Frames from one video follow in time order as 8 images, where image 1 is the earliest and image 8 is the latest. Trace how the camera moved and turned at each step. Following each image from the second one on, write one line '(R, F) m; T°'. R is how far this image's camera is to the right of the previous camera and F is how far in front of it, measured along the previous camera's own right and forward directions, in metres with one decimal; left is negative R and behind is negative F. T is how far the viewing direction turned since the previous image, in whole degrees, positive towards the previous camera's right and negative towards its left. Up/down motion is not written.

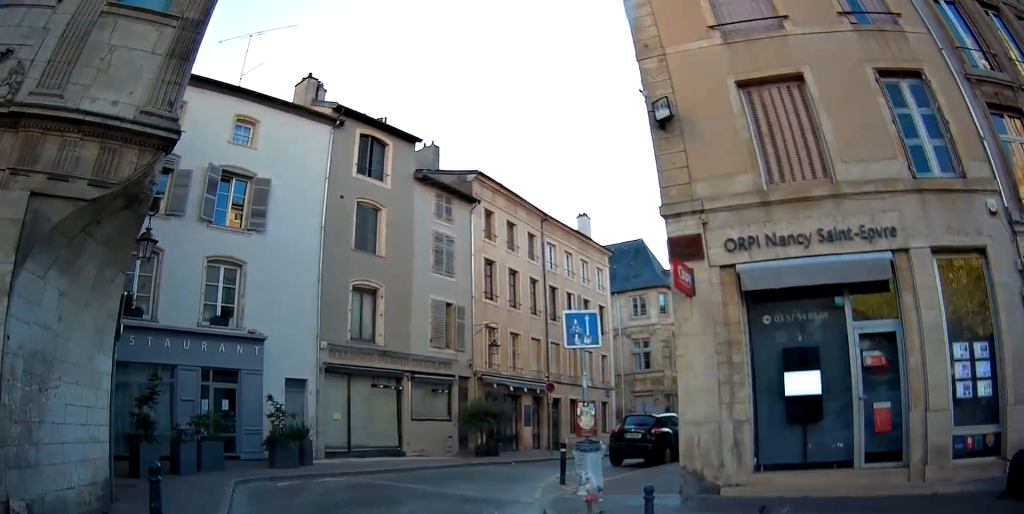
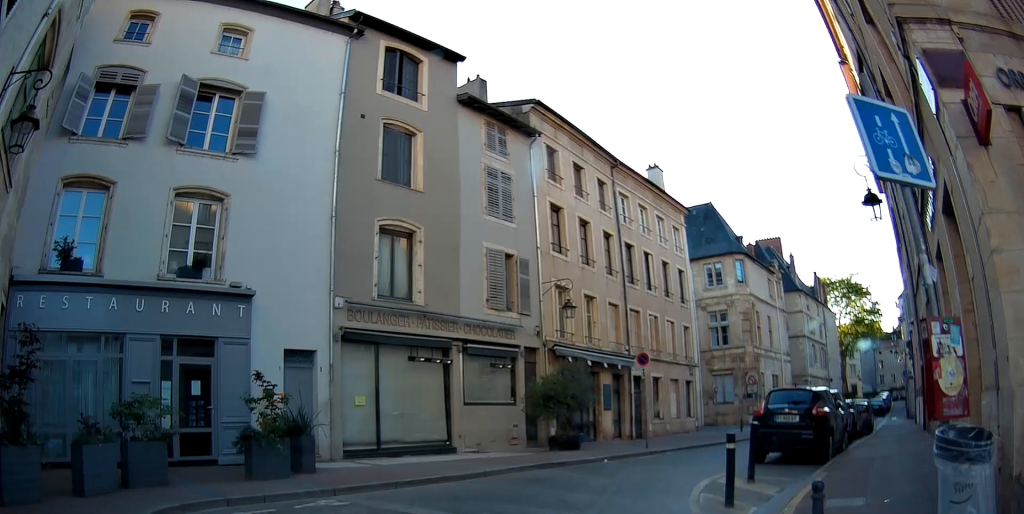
(+0.2, +6.1) m; +2°
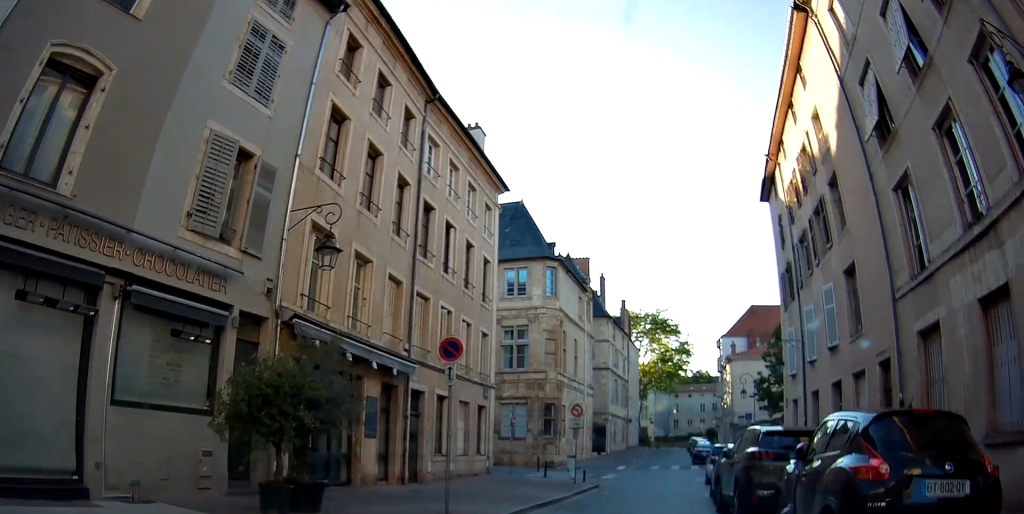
(+2.4, +8.3) m; +36°
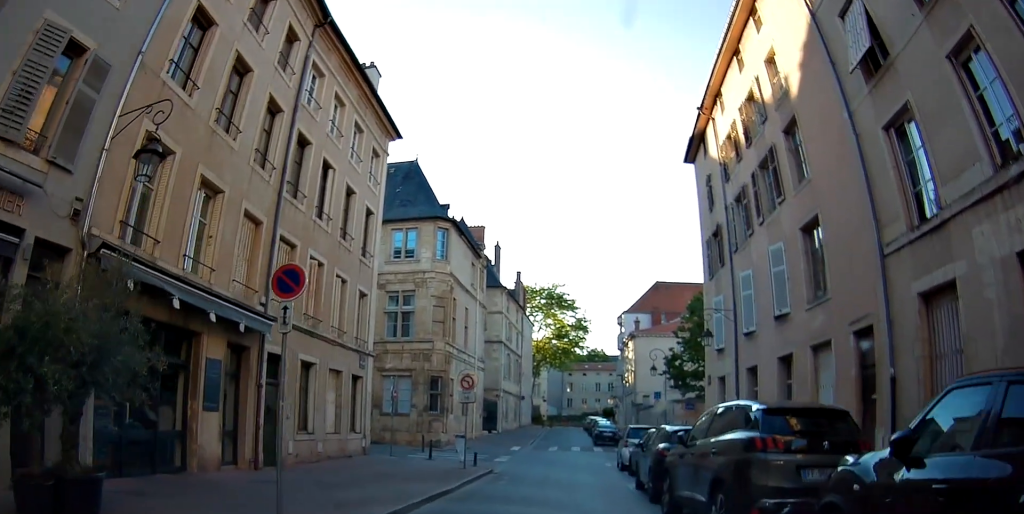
(+0.4, +3.2) m; +6°
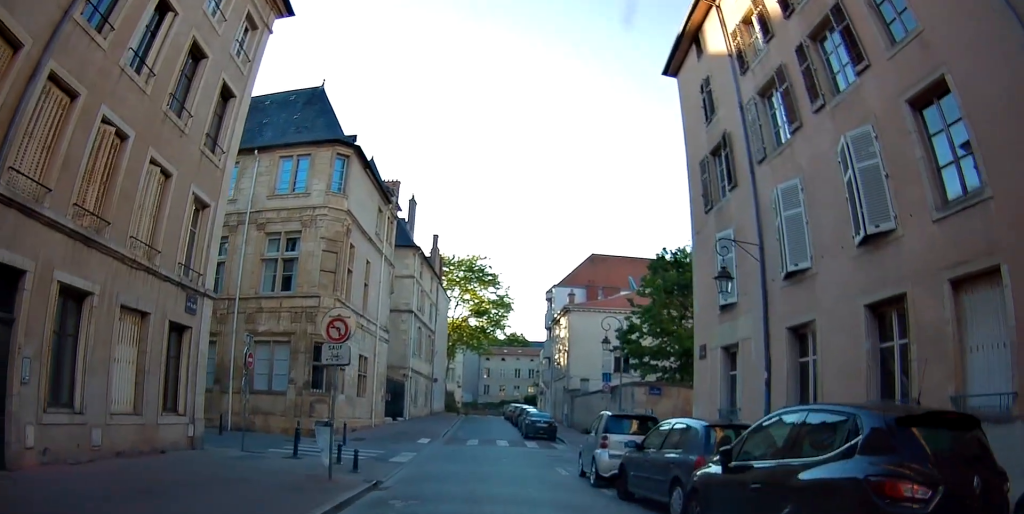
(-0.2, +6.8) m; -1°
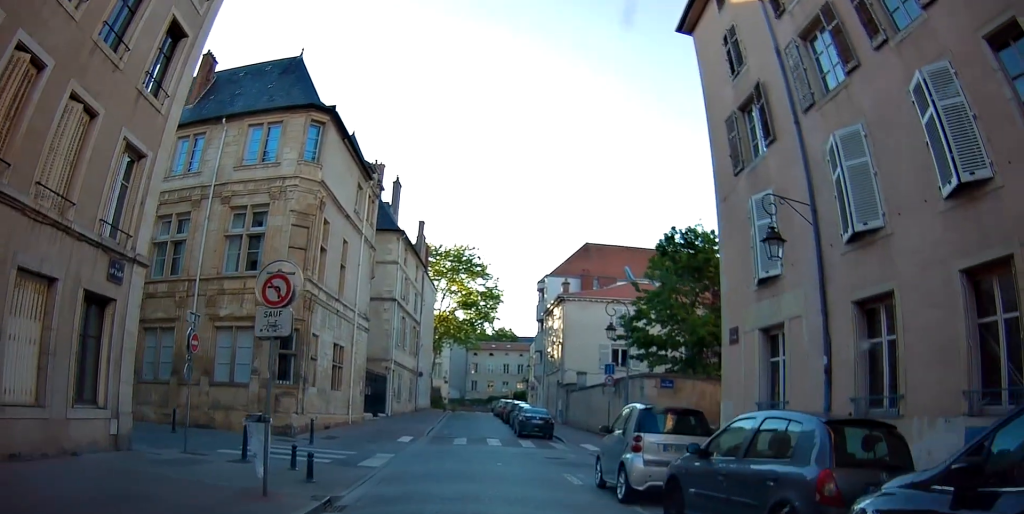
(-0.1, +2.5) m; +1°
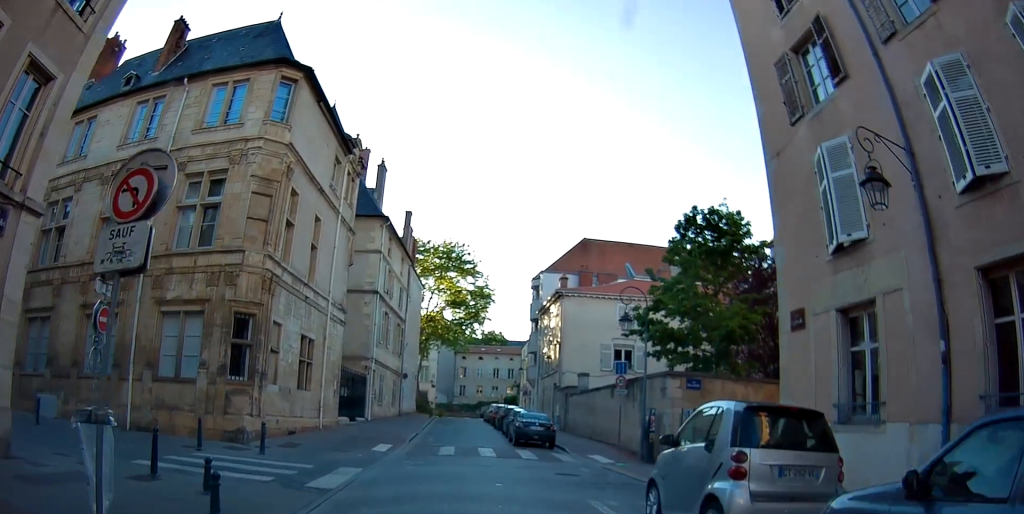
(+0.1, +3.1) m; +4°
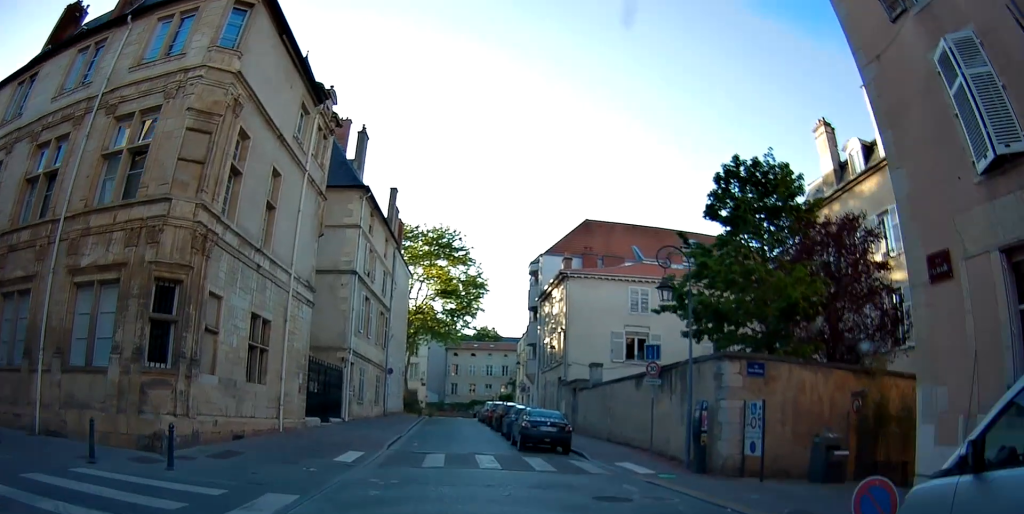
(+0.2, +4.1) m; +4°
